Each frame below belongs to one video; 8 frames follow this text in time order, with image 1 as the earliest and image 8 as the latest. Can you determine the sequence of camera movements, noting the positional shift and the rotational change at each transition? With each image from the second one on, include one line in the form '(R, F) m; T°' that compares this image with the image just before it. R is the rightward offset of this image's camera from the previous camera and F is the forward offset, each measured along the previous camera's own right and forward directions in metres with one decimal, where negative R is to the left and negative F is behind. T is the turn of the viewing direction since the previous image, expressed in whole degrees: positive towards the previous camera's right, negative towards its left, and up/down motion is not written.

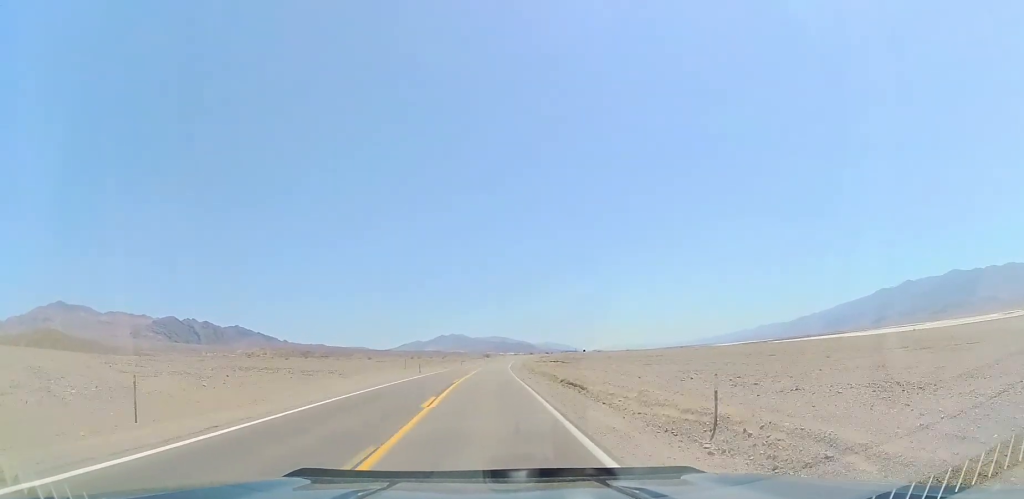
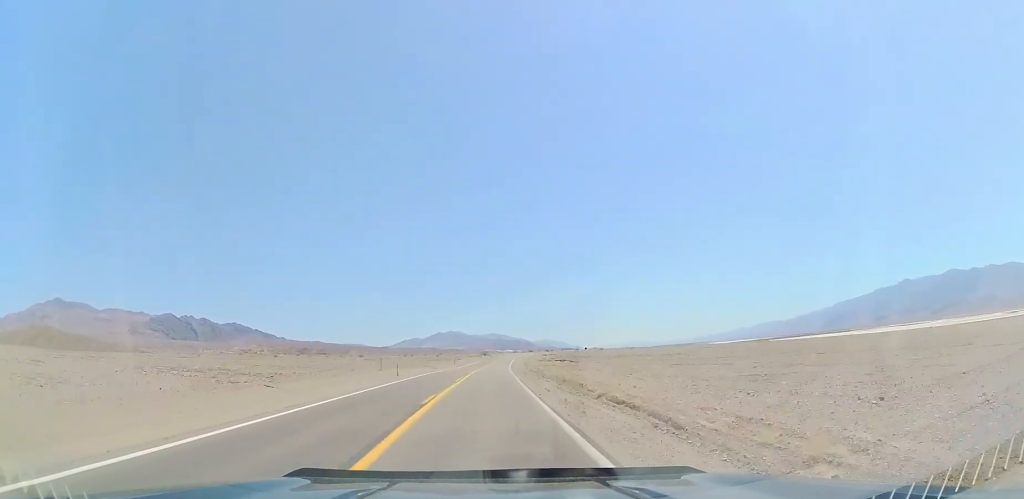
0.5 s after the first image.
(0.0, +13.5) m; 0°
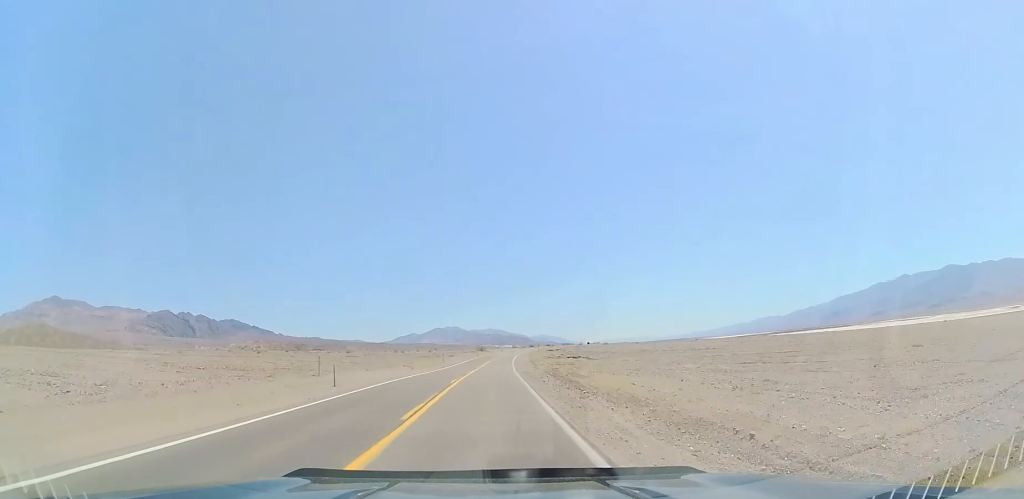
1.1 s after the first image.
(0.0, +19.4) m; 0°
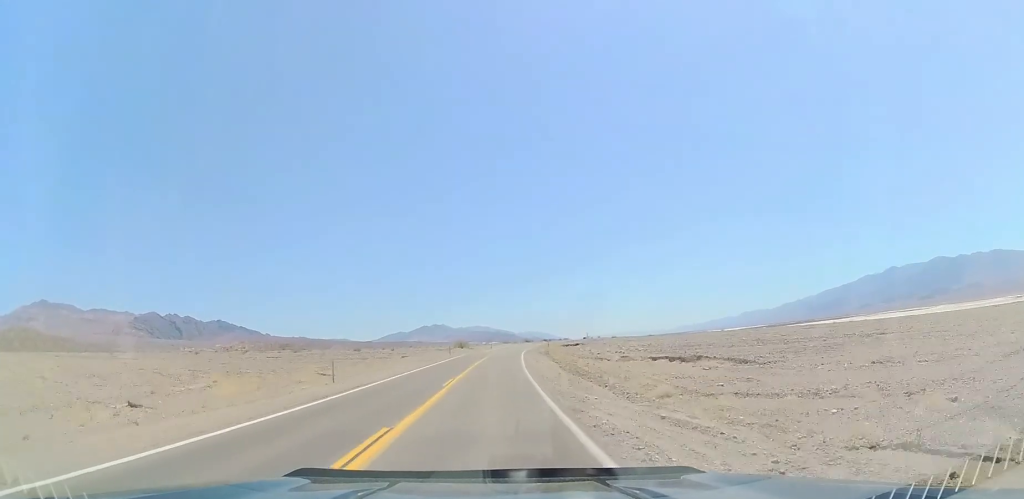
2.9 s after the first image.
(+0.6, +50.1) m; +1°
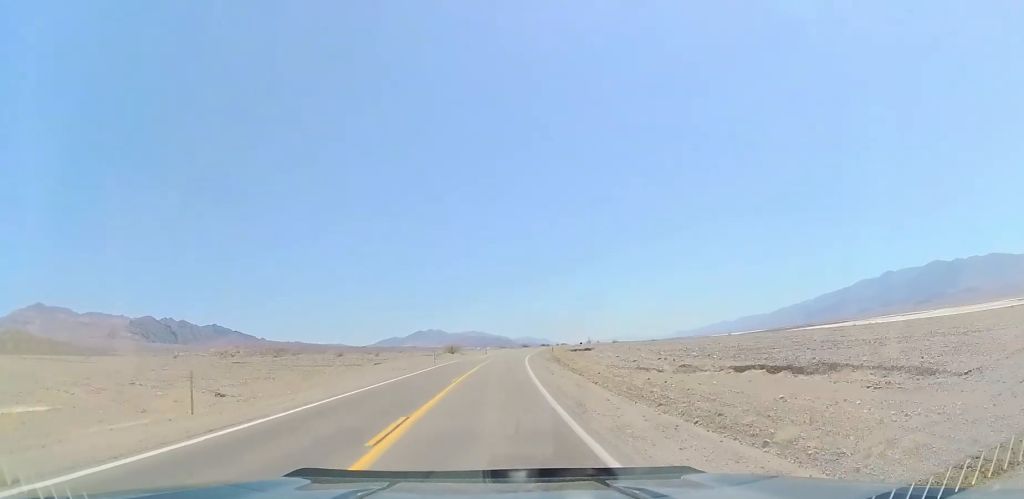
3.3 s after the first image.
(0.0, +13.5) m; 0°
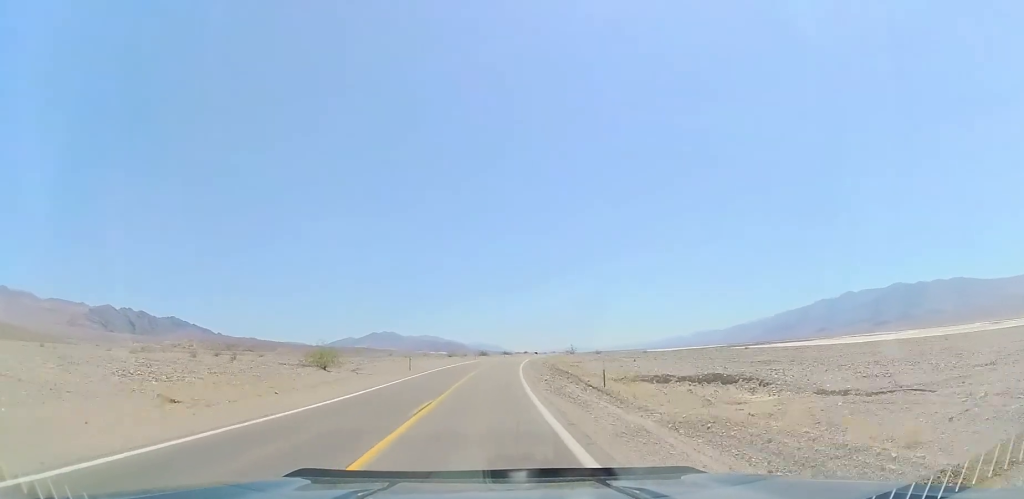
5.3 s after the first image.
(0.0, +55.5) m; +3°
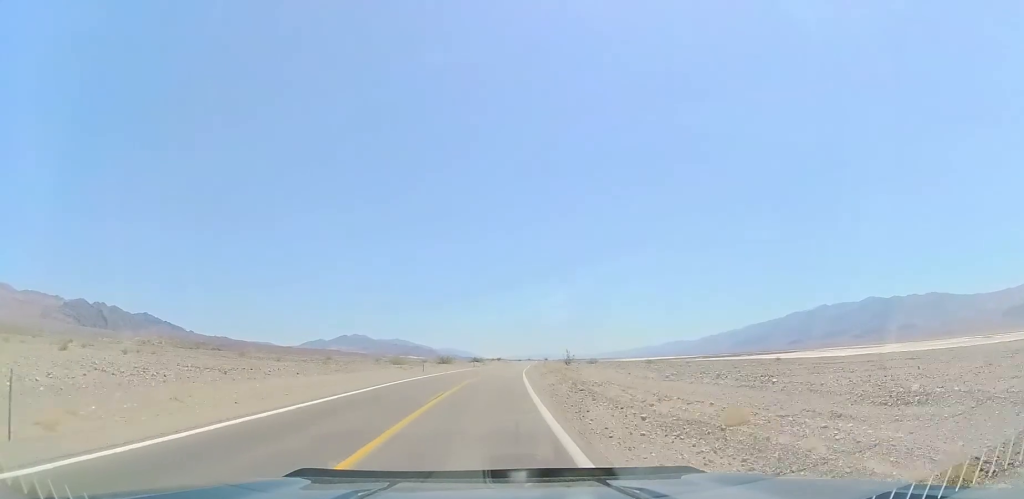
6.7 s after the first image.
(+2.6, +41.7) m; +4°
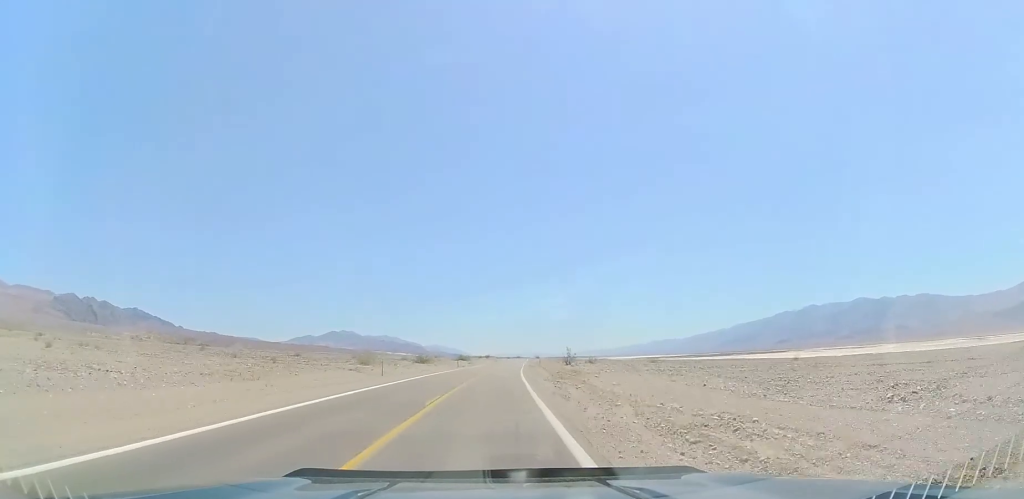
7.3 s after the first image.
(0.0, +15.9) m; 0°
